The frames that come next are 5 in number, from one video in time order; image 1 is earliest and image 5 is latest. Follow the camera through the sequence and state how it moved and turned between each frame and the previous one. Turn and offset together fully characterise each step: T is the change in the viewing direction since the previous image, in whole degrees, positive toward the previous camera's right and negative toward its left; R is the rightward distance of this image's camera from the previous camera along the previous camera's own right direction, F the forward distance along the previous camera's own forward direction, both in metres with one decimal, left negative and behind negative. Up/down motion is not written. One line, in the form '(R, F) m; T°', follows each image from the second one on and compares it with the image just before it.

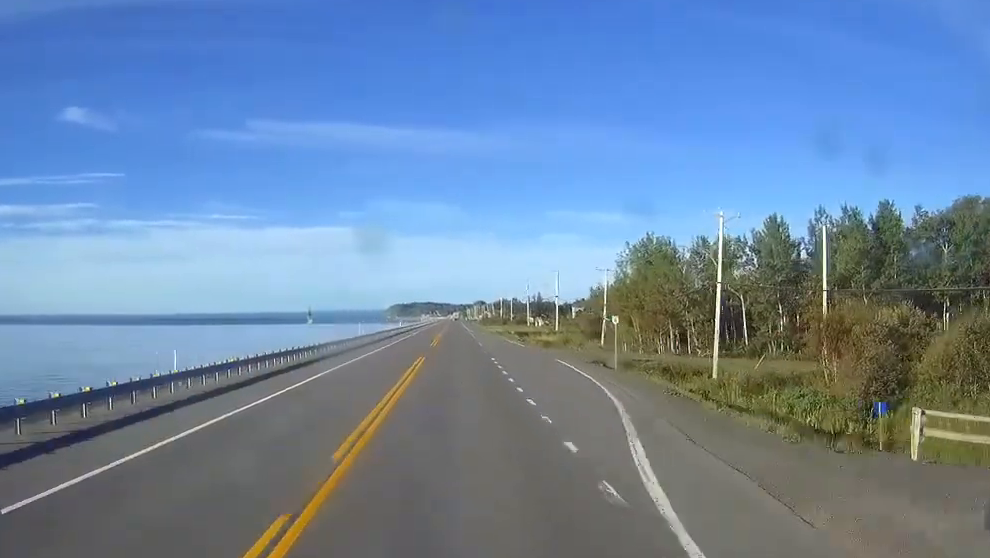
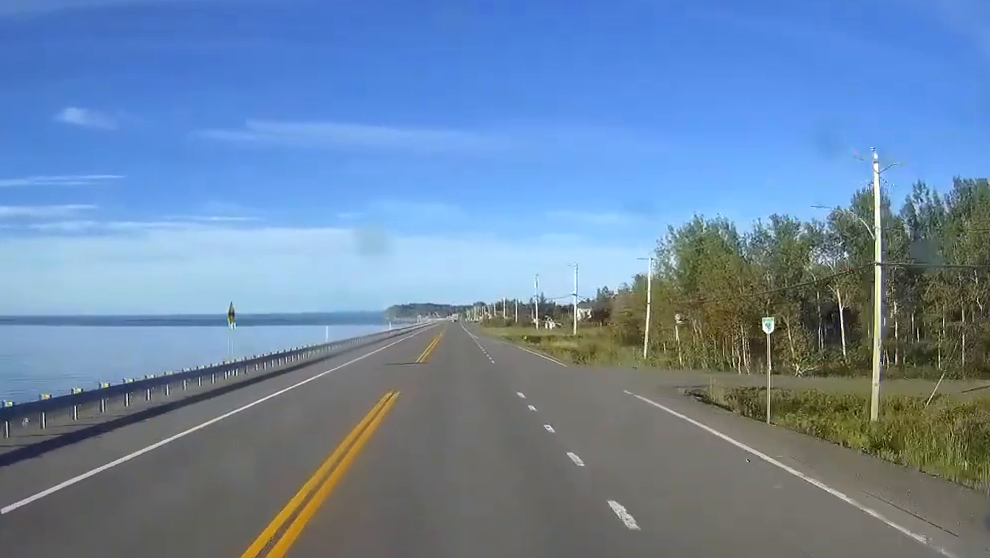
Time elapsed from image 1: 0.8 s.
(0.0, +21.6) m; 0°
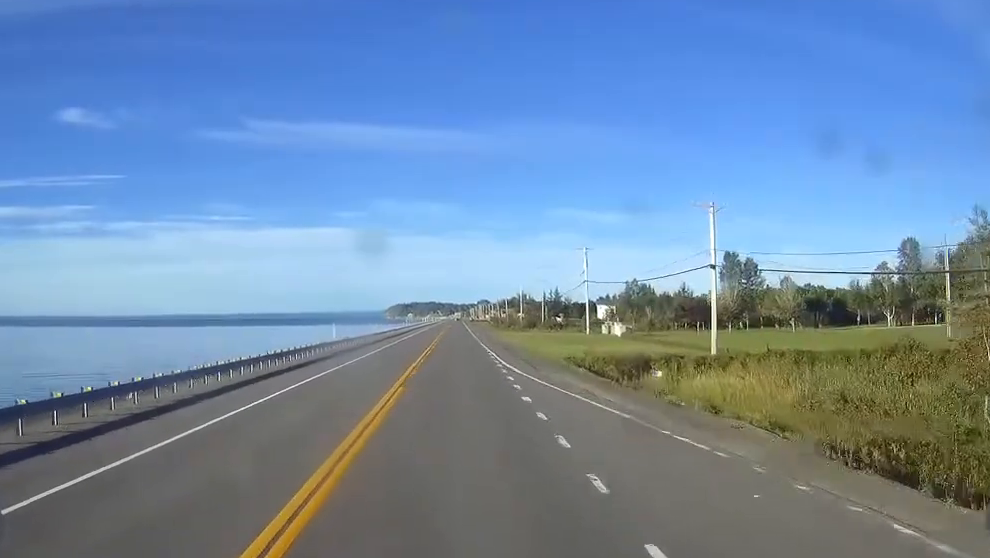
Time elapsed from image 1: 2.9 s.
(-0.1, +61.1) m; -2°
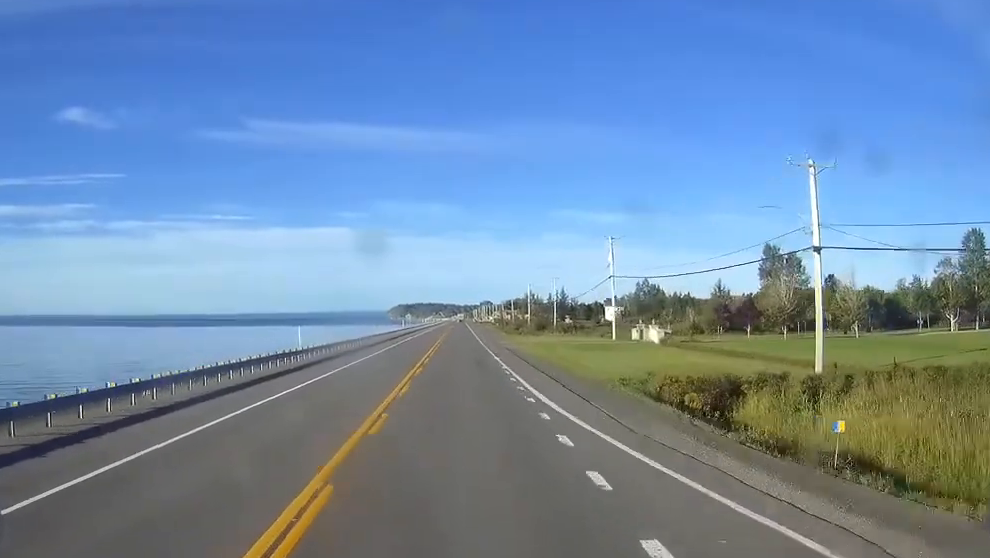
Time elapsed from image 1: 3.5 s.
(0.0, +16.0) m; -1°
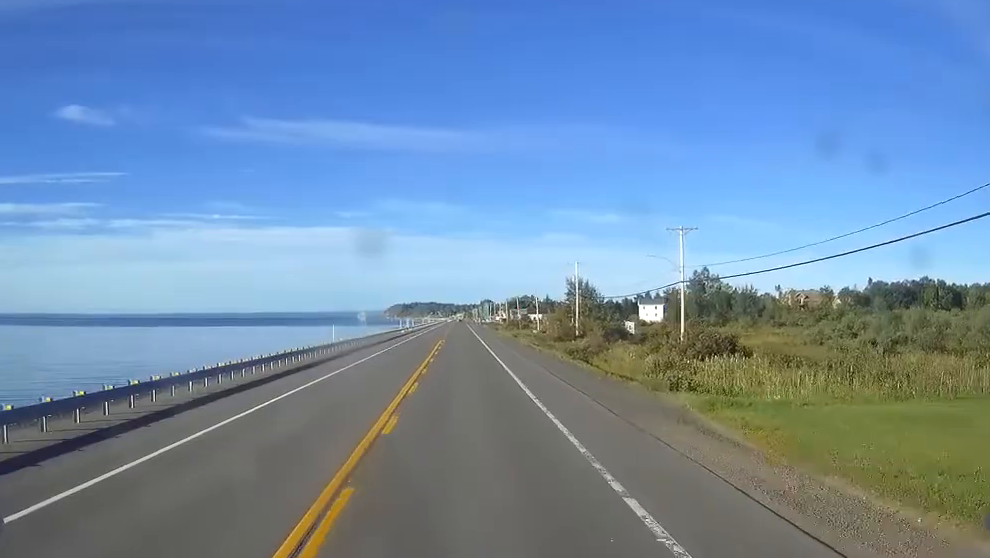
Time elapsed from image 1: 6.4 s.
(+3.0, +80.2) m; +2°
